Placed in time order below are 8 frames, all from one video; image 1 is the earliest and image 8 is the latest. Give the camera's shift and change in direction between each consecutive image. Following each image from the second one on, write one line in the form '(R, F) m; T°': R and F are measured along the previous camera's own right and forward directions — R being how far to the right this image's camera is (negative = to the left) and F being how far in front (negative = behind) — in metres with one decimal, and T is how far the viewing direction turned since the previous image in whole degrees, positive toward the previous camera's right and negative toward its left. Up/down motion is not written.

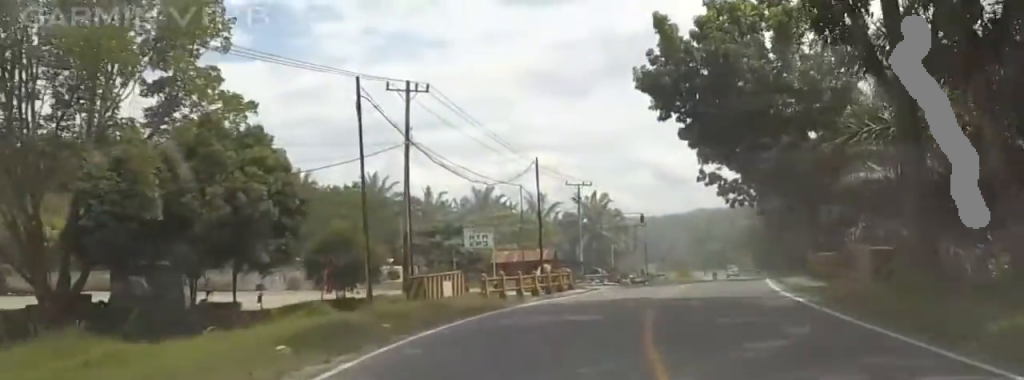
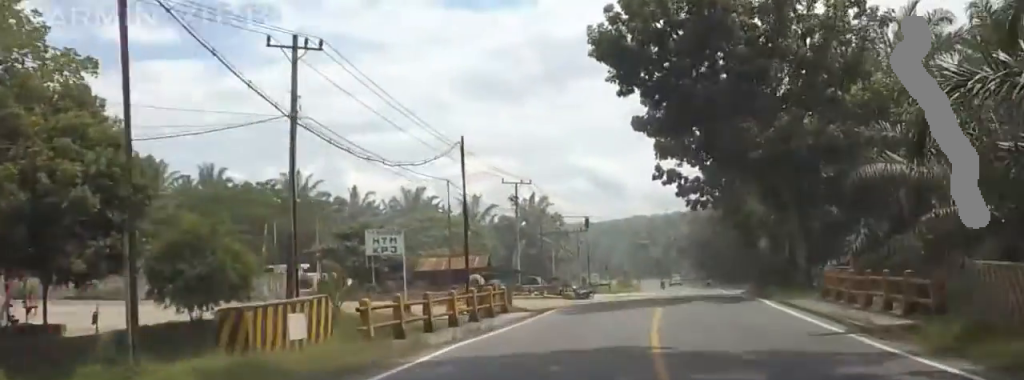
(0.0, +10.1) m; 0°
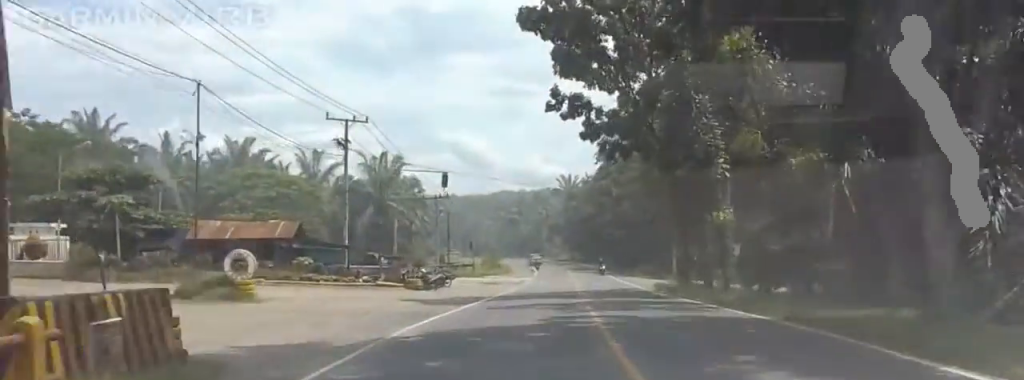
(0.0, +22.2) m; -4°
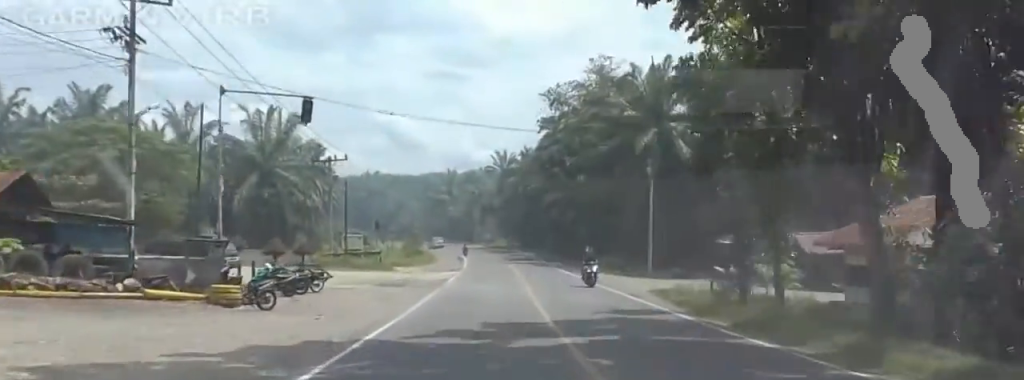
(-2.2, +22.1) m; -10°
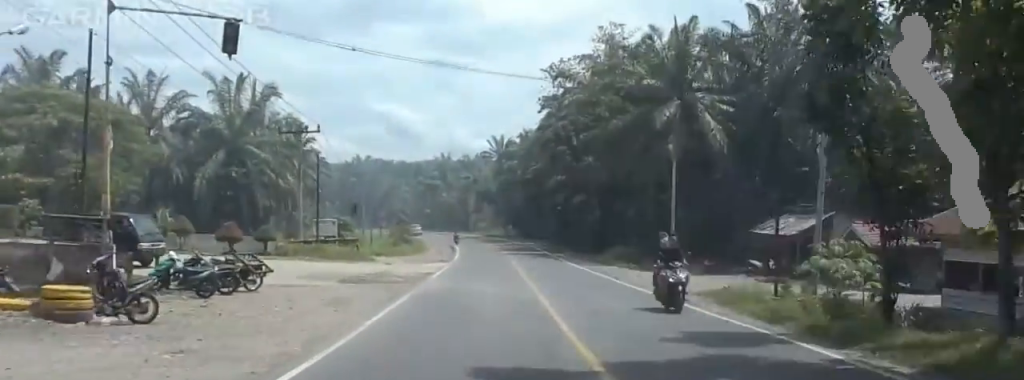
(-0.2, +8.8) m; -3°
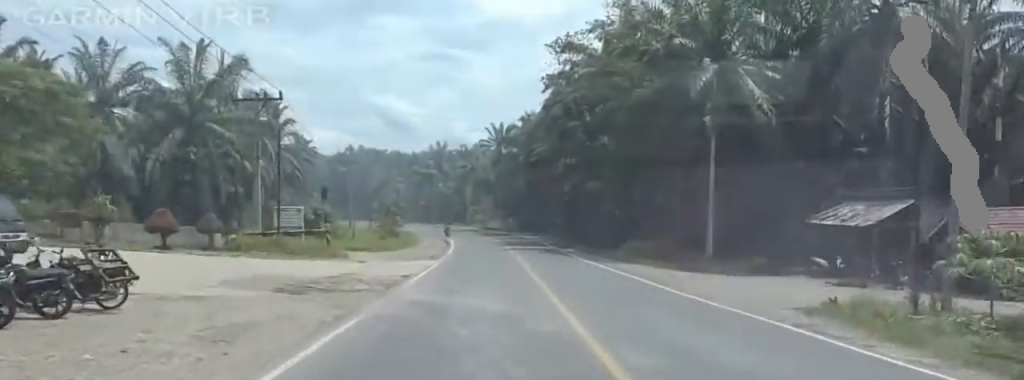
(-0.3, +9.6) m; -3°
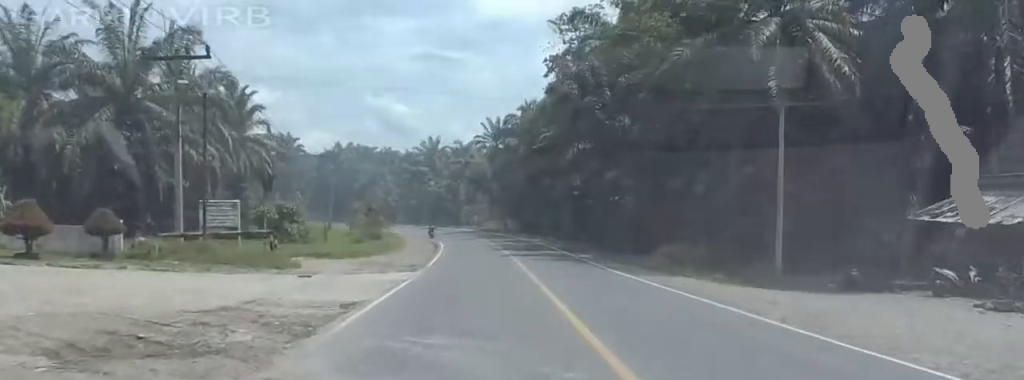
(-0.1, +10.9) m; -3°
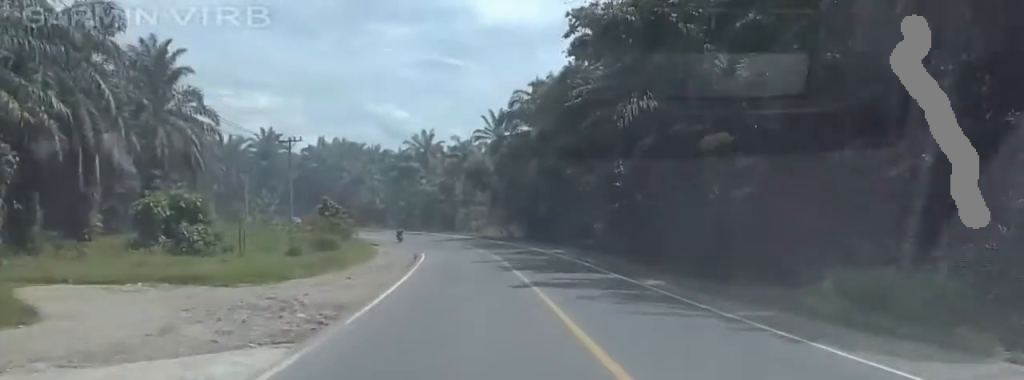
(-0.9, +19.6) m; -3°
